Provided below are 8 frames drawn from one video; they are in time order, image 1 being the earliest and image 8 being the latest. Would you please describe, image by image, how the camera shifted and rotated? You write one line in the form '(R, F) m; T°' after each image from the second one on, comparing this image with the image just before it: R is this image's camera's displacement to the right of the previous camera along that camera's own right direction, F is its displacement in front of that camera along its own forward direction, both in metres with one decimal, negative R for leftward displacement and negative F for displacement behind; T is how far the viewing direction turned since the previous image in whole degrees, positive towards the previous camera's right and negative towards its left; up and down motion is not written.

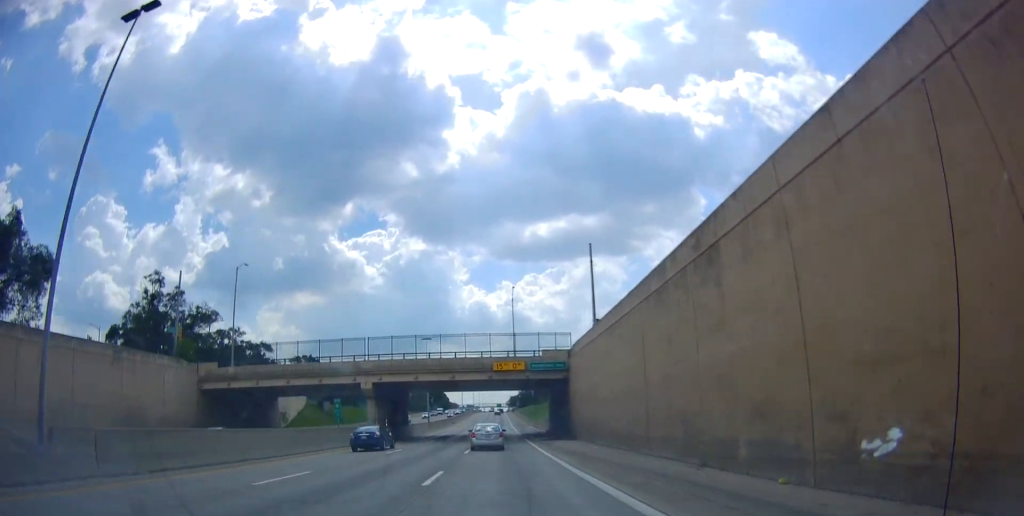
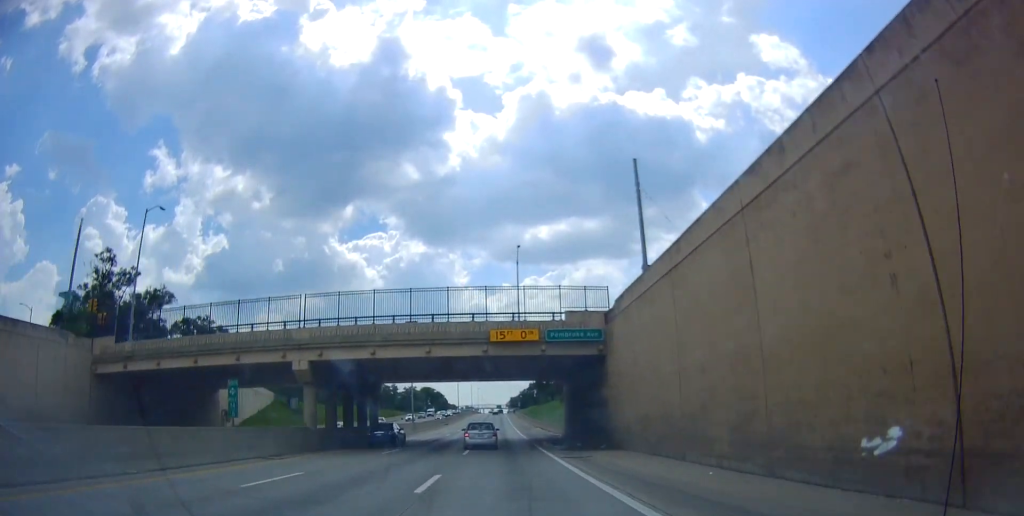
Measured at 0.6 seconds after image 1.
(-0.3, +16.6) m; 0°
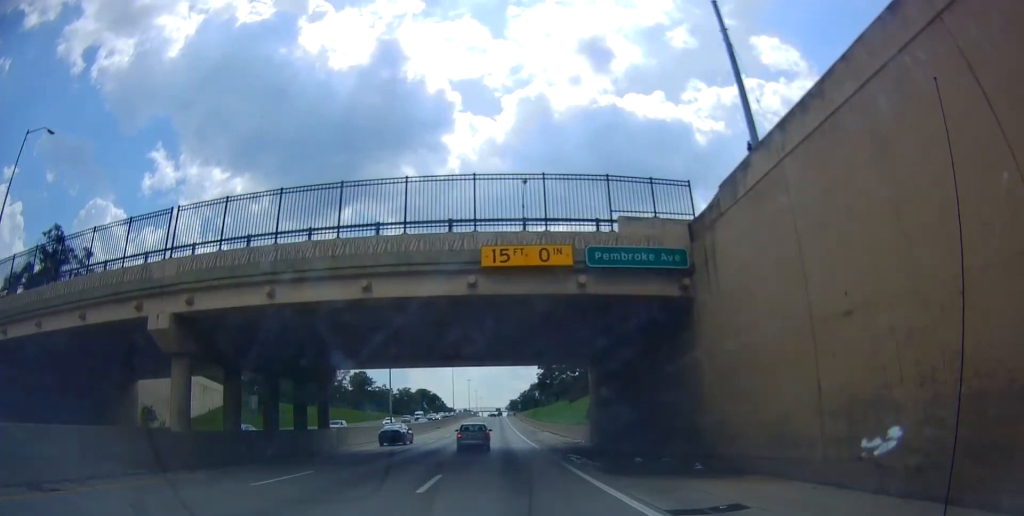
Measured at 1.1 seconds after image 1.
(0.0, +14.7) m; 0°
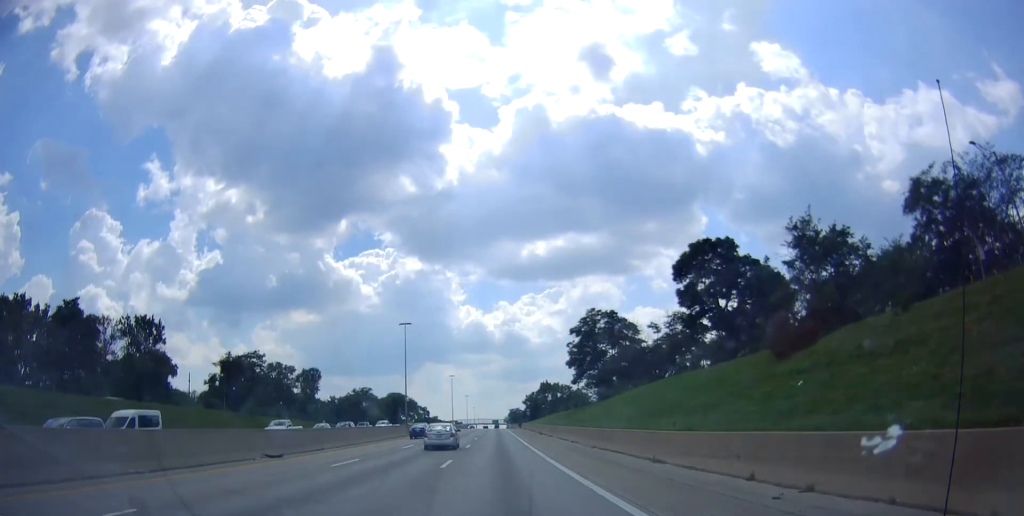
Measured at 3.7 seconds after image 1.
(+0.4, +70.5) m; +1°
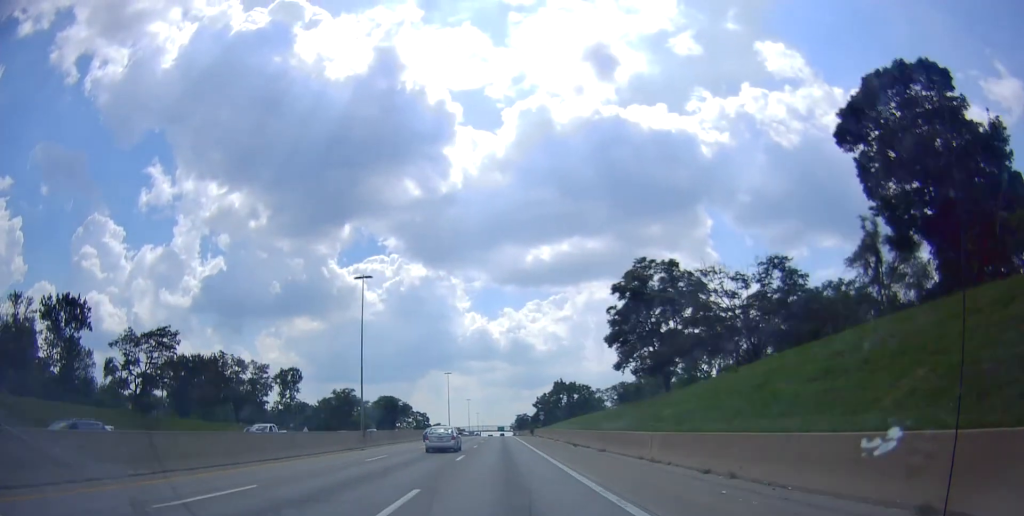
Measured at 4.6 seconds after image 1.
(+0.1, +25.7) m; 0°
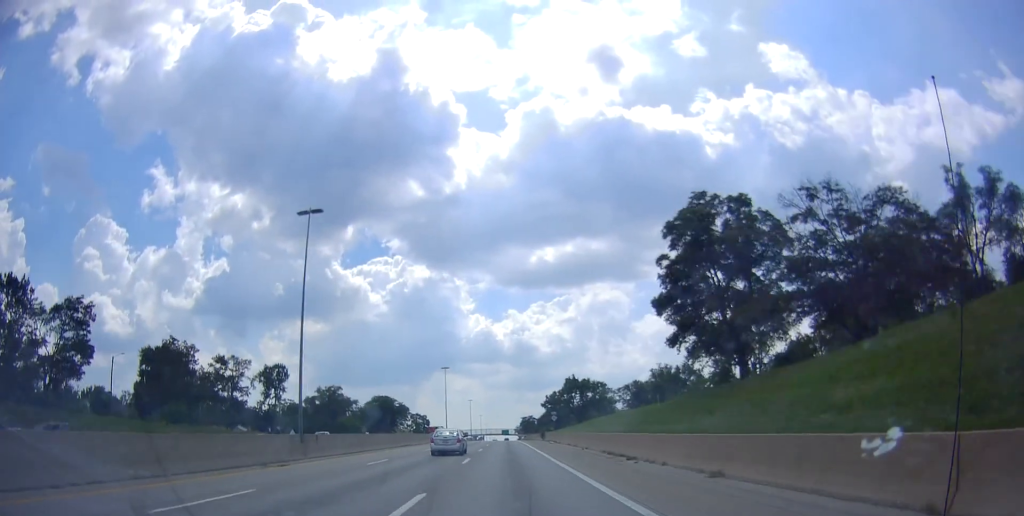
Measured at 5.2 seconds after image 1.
(-0.1, +15.7) m; -1°
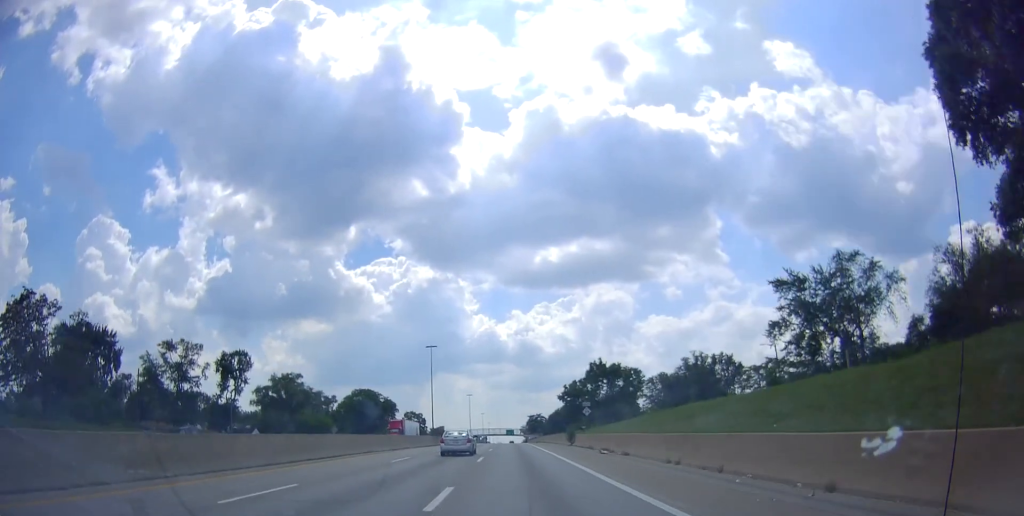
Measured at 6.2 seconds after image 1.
(-0.4, +28.7) m; -1°
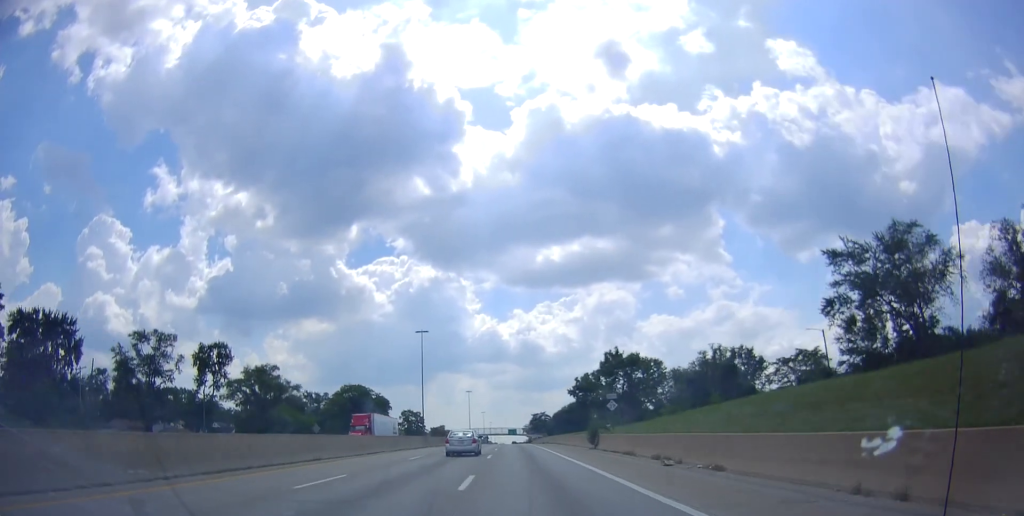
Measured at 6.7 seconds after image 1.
(-0.1, +12.1) m; 0°
